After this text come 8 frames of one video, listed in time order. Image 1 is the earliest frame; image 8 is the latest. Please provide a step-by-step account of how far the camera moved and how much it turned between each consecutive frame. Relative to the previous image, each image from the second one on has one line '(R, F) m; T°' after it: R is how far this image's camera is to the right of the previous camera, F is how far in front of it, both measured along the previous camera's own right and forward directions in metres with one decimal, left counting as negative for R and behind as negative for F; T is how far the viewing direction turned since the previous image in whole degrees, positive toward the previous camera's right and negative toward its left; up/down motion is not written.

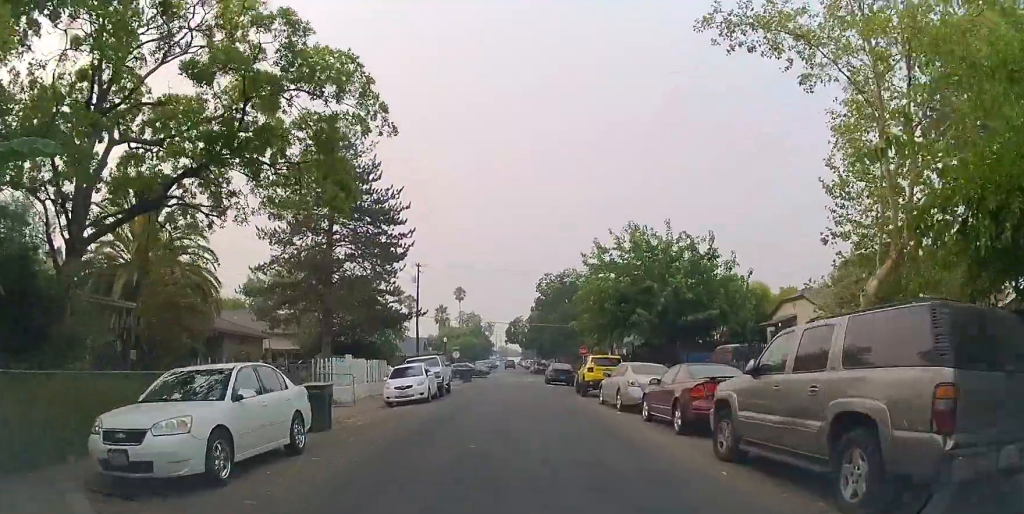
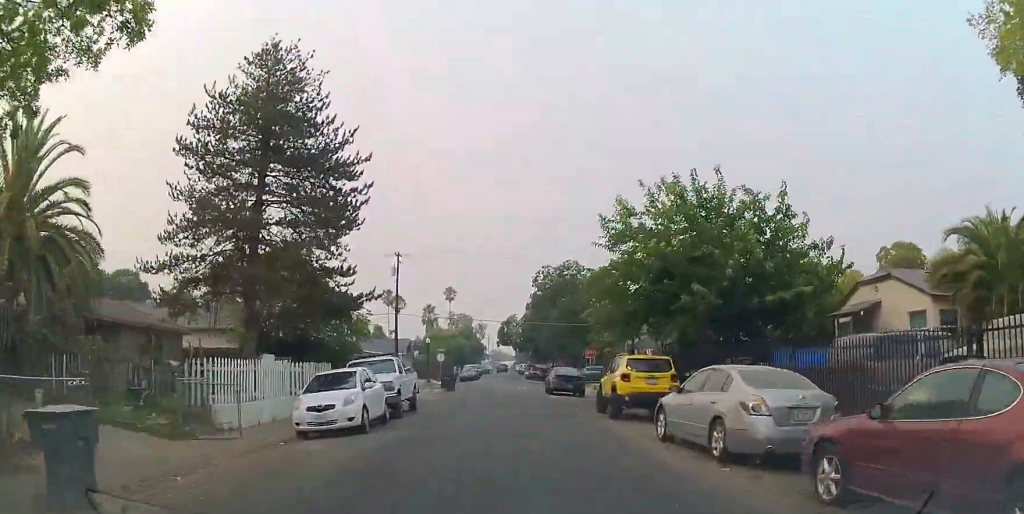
(0.0, +8.5) m; 0°
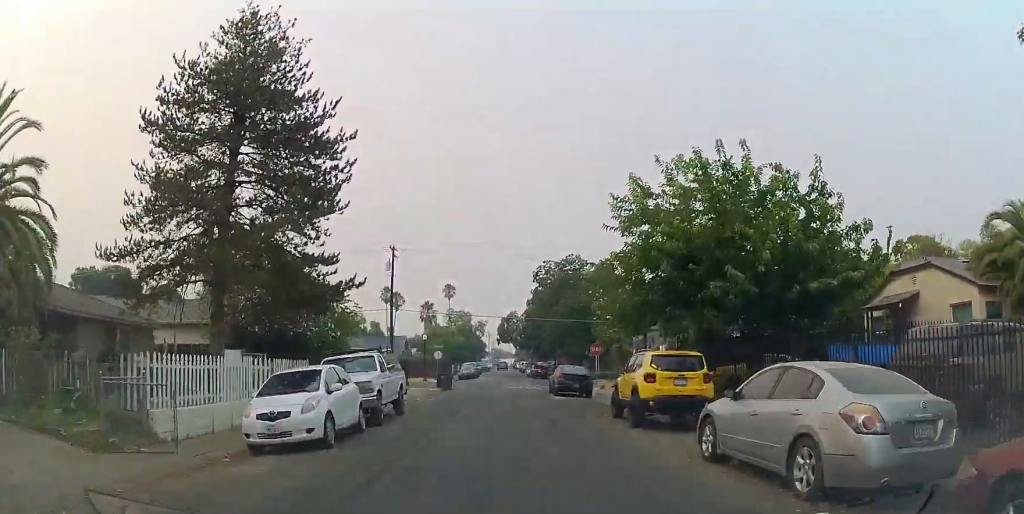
(0.0, +2.6) m; 0°
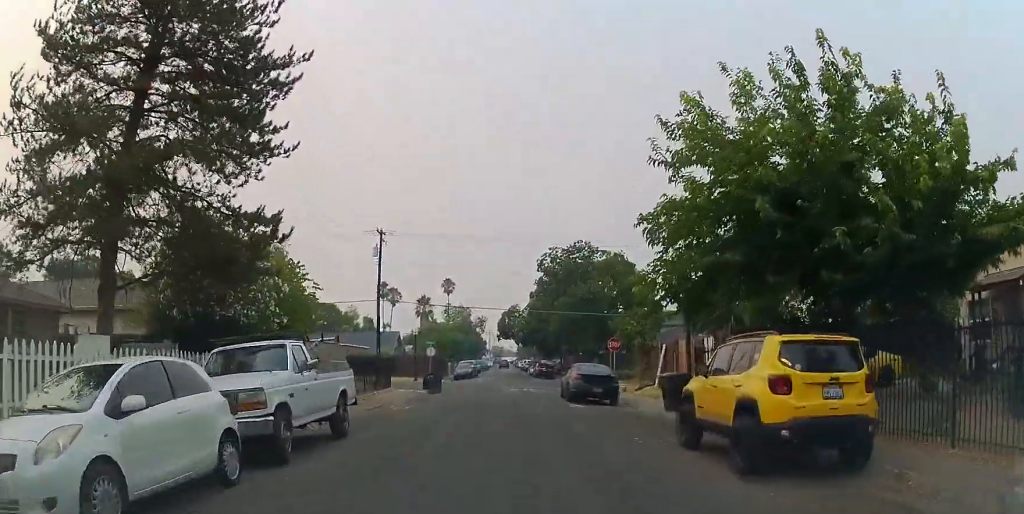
(0.0, +6.3) m; 0°
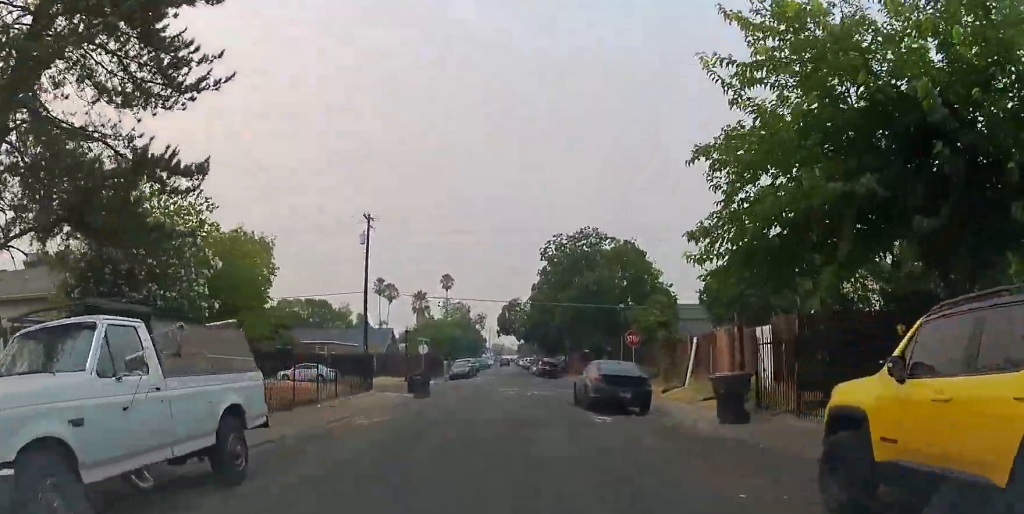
(0.0, +4.7) m; 0°
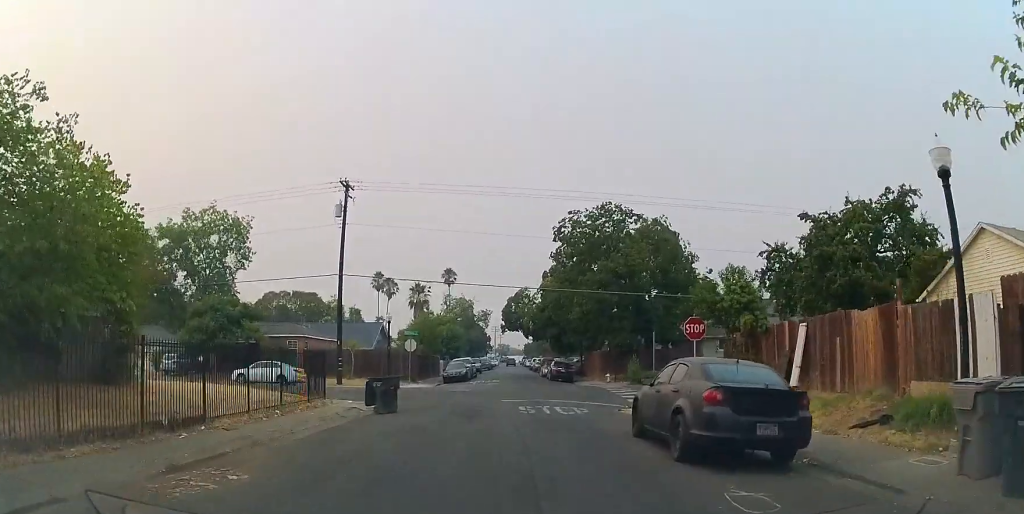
(0.0, +8.5) m; 0°
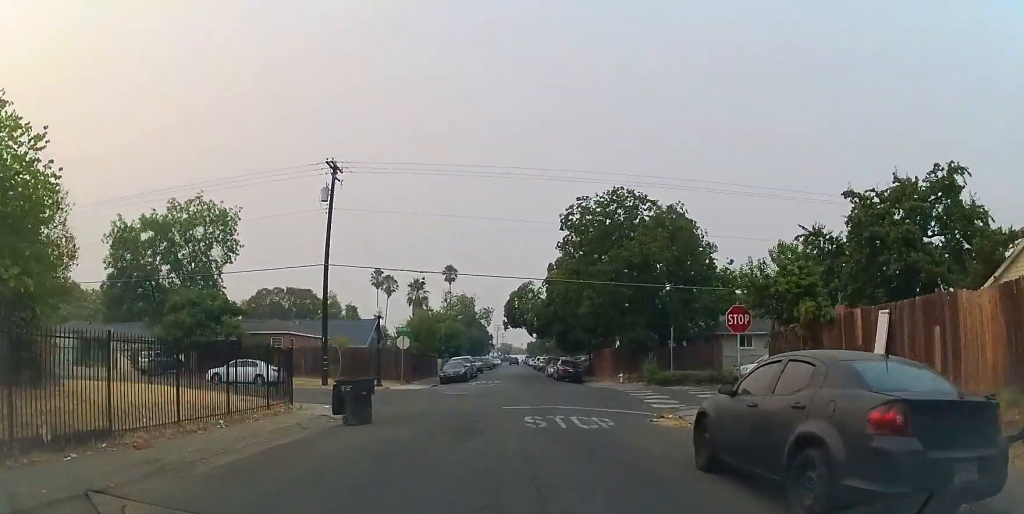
(0.0, +3.6) m; 0°
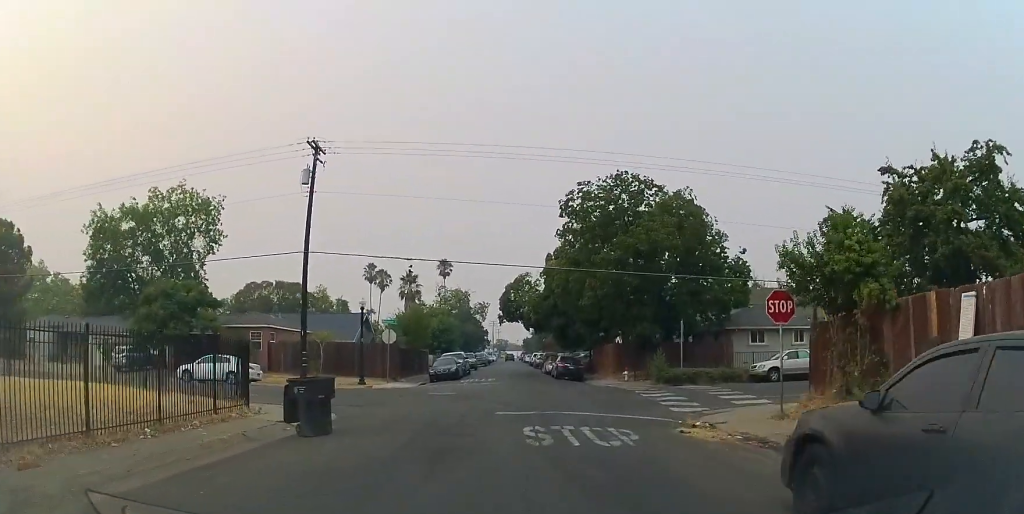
(0.0, +2.9) m; 0°
